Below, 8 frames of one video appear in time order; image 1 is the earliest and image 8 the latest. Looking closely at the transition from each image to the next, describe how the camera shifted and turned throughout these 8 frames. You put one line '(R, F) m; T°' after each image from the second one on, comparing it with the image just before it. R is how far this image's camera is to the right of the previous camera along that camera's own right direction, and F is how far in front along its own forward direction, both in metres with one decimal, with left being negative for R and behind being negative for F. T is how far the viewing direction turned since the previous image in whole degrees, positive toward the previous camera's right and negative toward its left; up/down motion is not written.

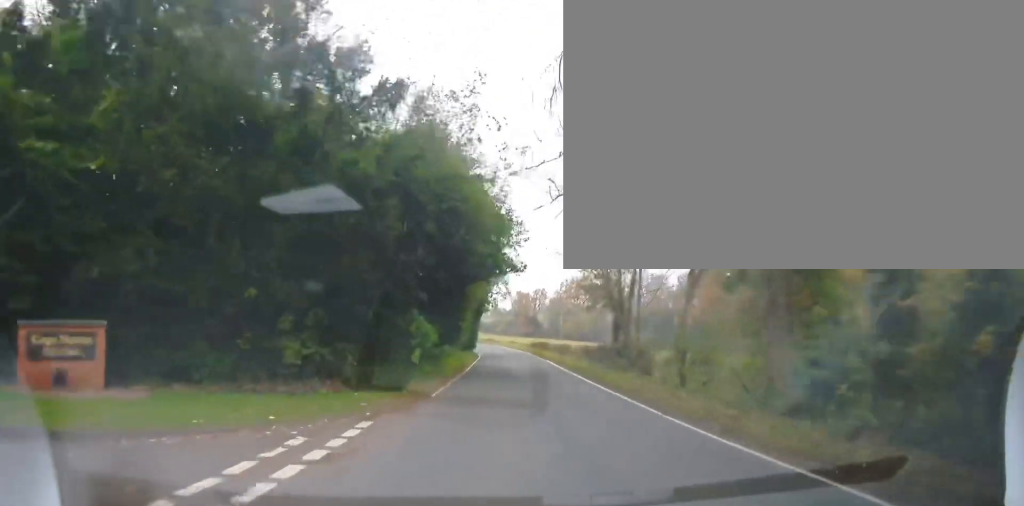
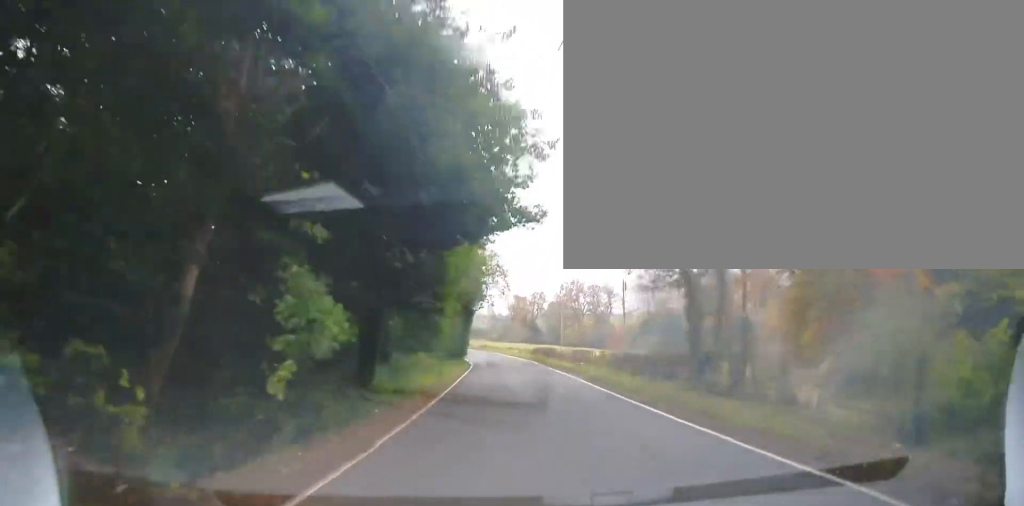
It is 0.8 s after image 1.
(+0.3, +10.0) m; +2°
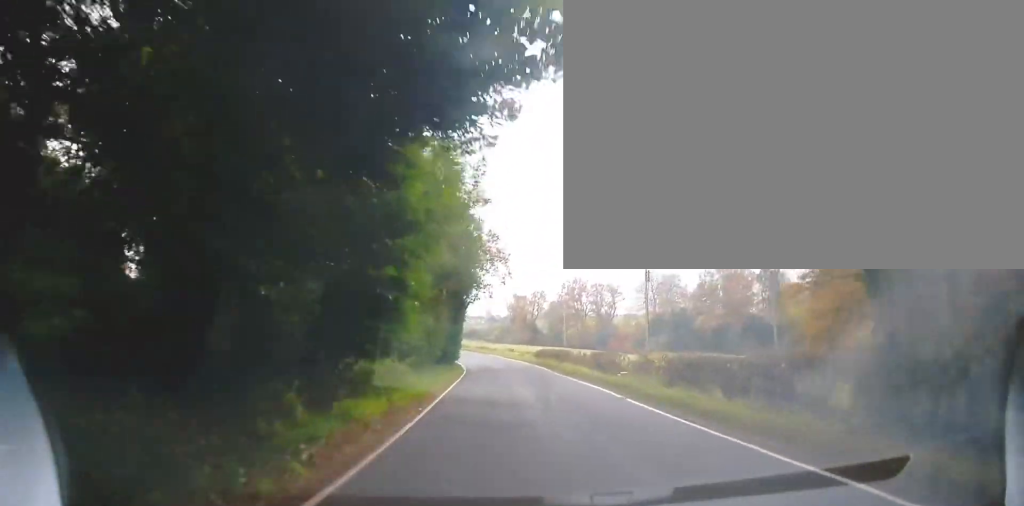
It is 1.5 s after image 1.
(0.0, +8.3) m; -1°
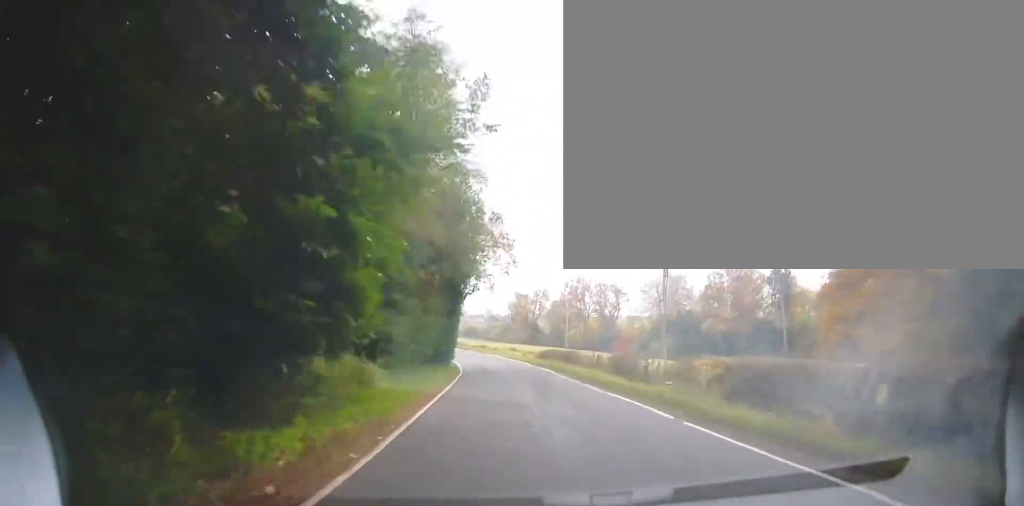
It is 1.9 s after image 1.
(+0.1, +4.7) m; -1°
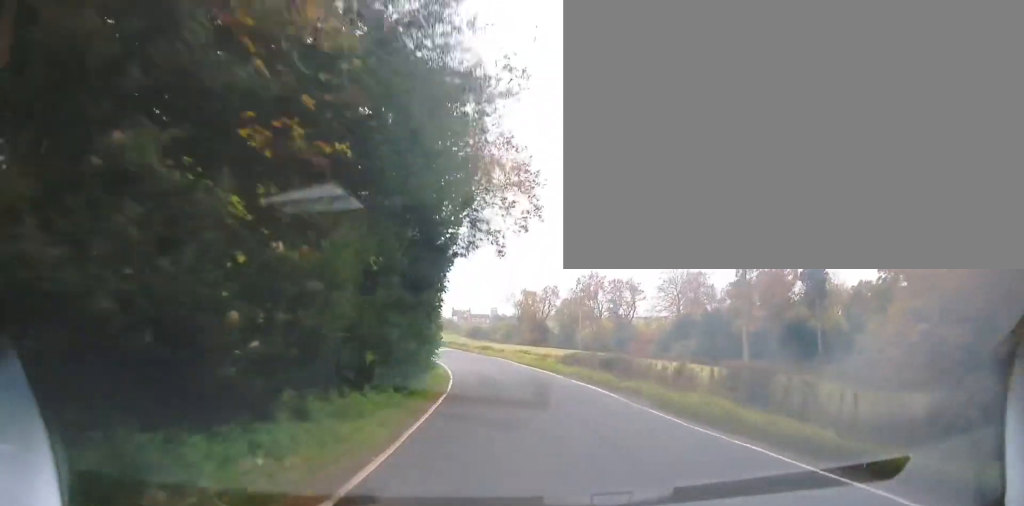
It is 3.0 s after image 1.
(-0.3, +12.0) m; -1°
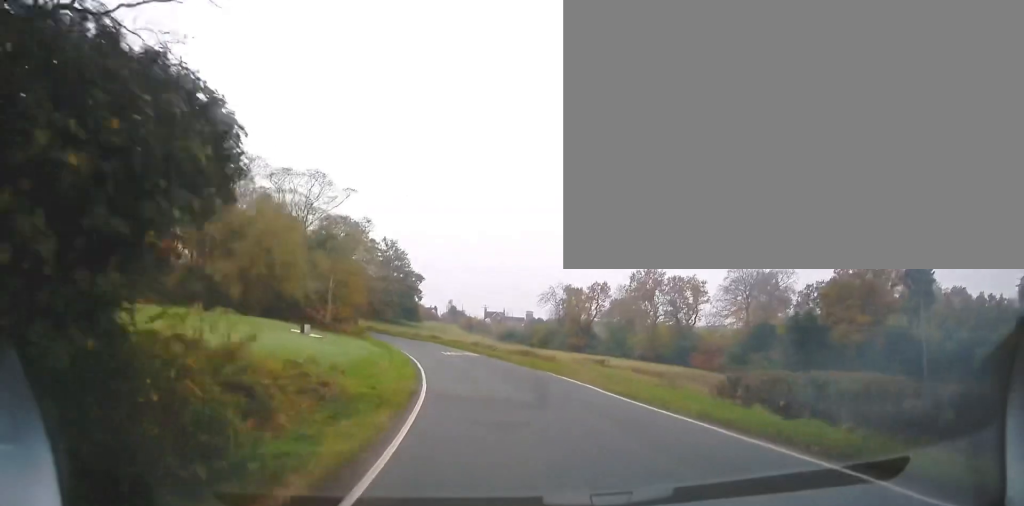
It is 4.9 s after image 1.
(+0.4, +23.4) m; -1°
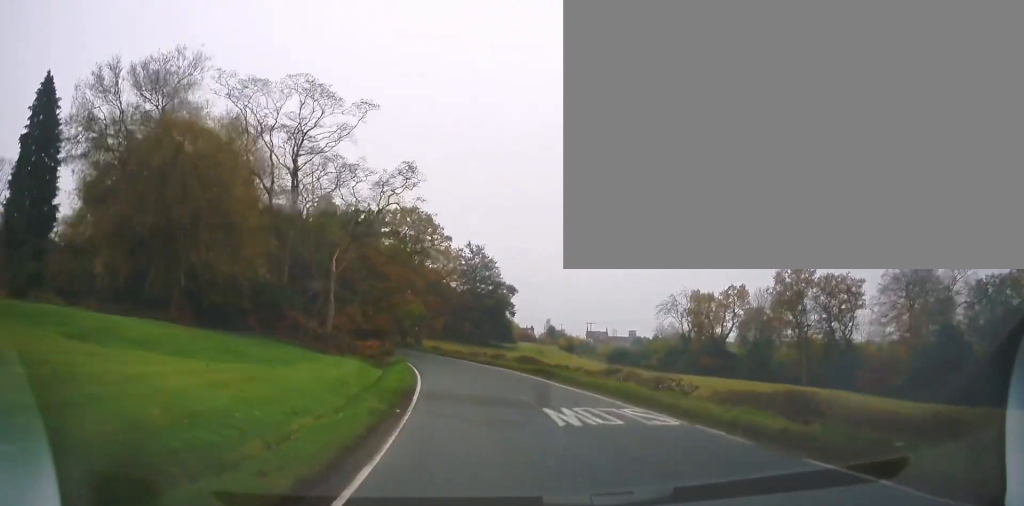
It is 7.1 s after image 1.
(-1.3, +29.1) m; -6°
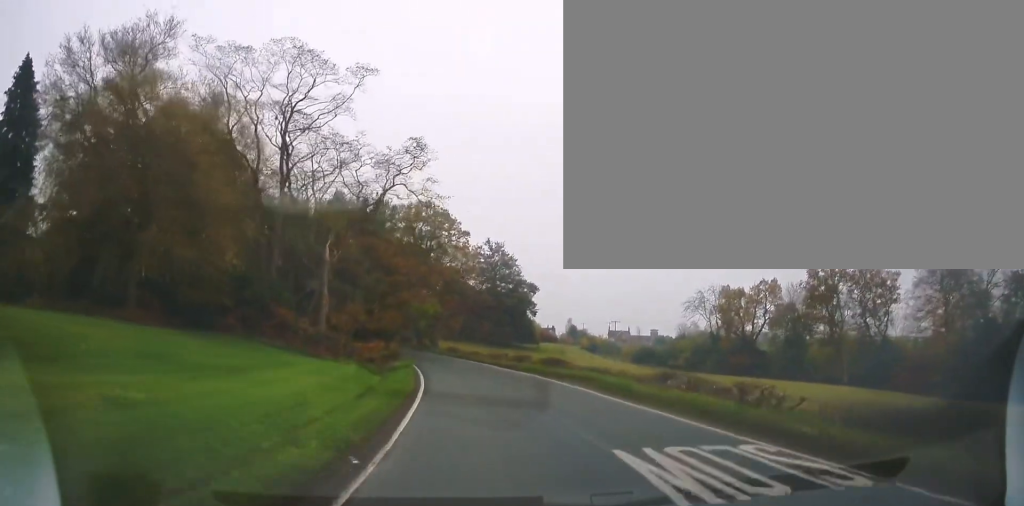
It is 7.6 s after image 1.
(-0.2, +6.4) m; -2°
